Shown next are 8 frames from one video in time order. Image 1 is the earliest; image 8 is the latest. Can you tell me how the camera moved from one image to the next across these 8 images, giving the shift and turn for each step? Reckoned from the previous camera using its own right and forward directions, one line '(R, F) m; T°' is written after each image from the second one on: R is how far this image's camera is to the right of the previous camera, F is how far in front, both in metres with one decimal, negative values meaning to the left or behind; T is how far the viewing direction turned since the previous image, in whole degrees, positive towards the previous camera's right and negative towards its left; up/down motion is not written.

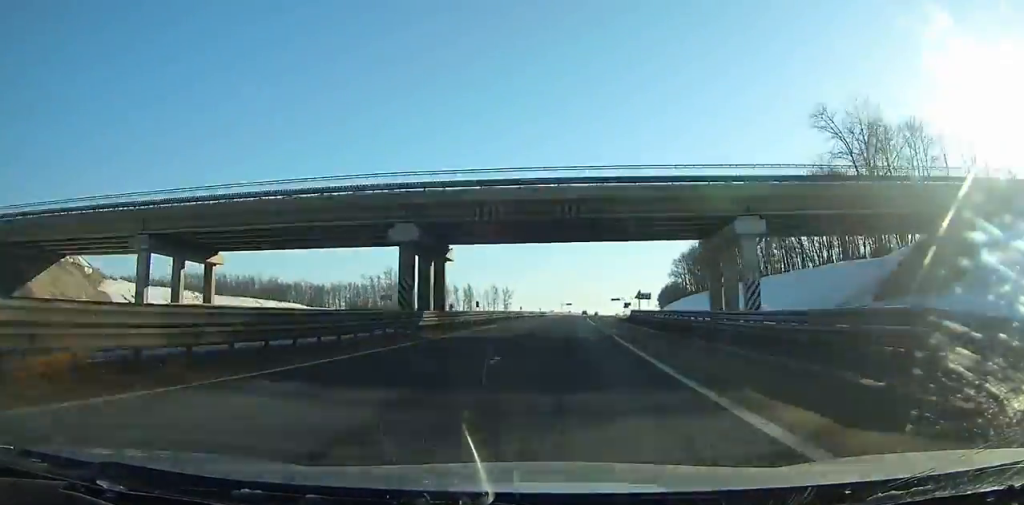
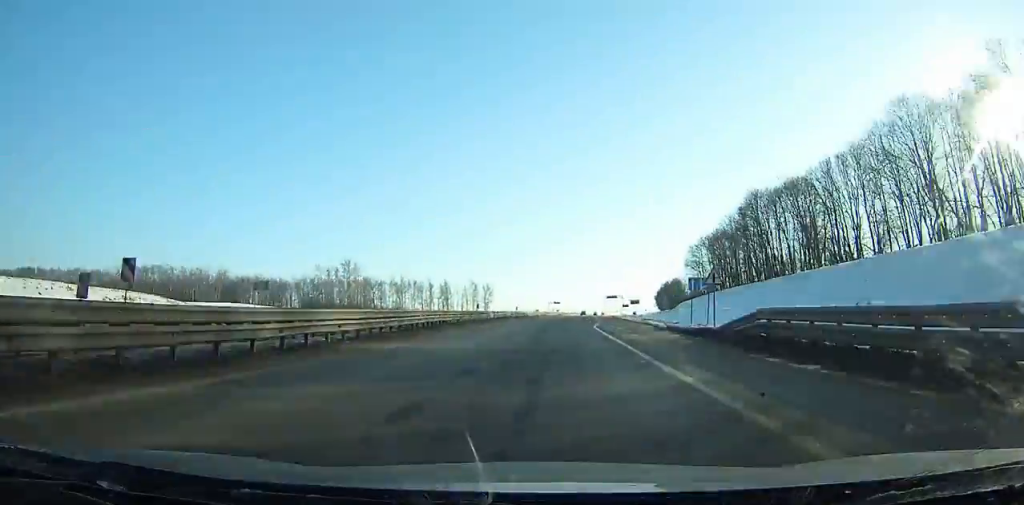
(+0.4, +36.5) m; +1°
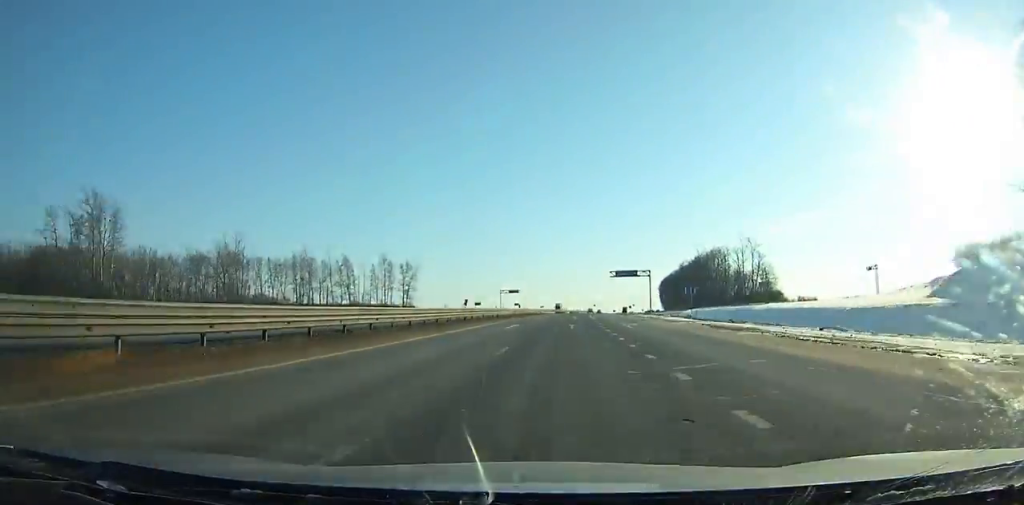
(+3.7, +115.2) m; +3°
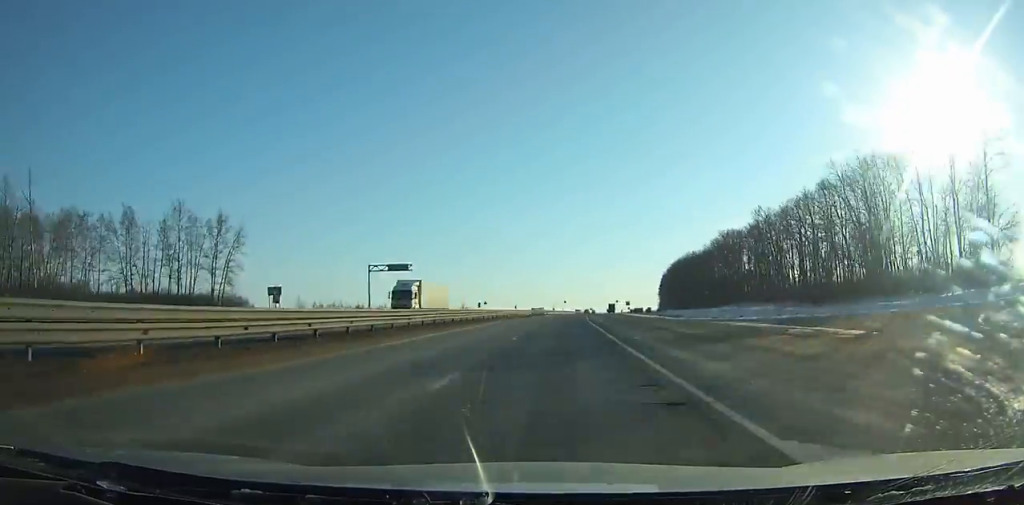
(+2.7, +102.9) m; +3°
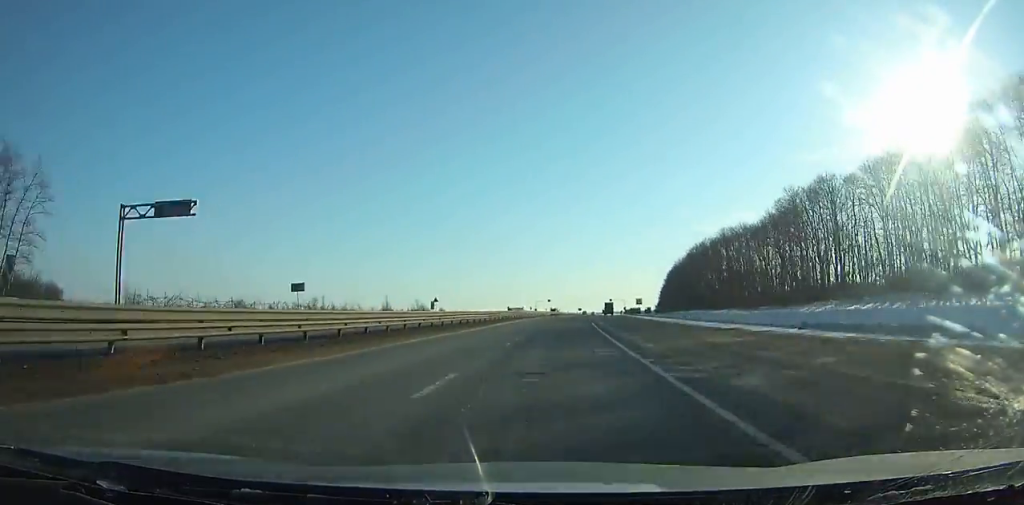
(+0.3, +48.6) m; +1°
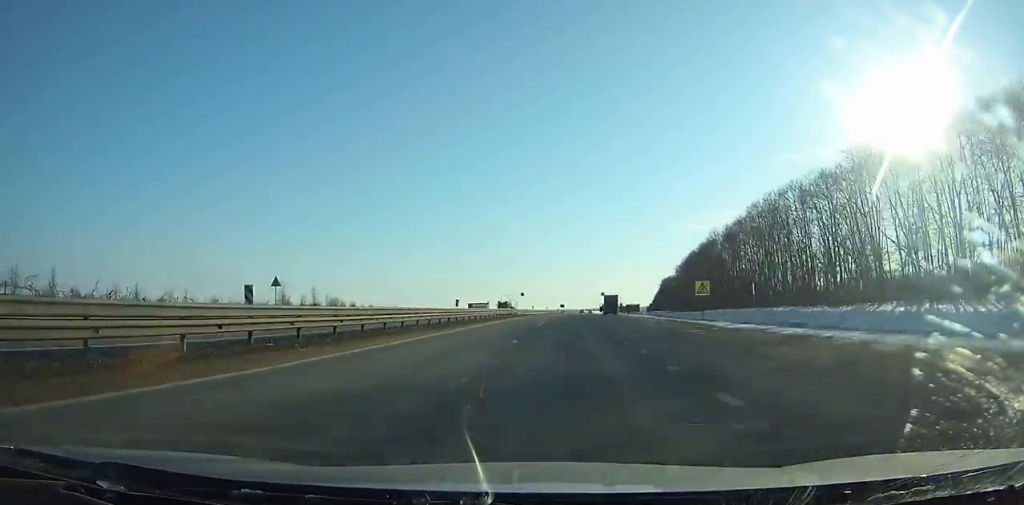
(+1.3, +61.1) m; +2°
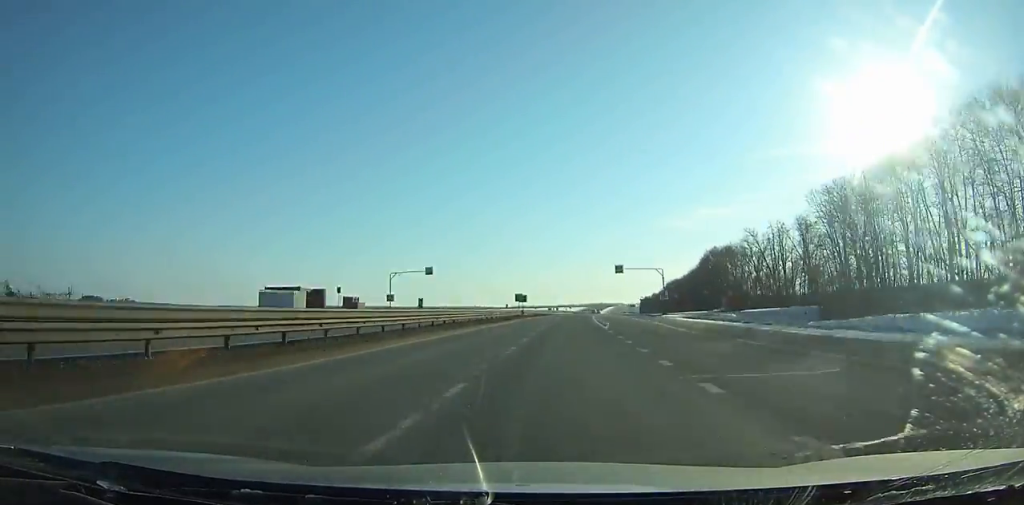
(+2.8, +117.4) m; +3°
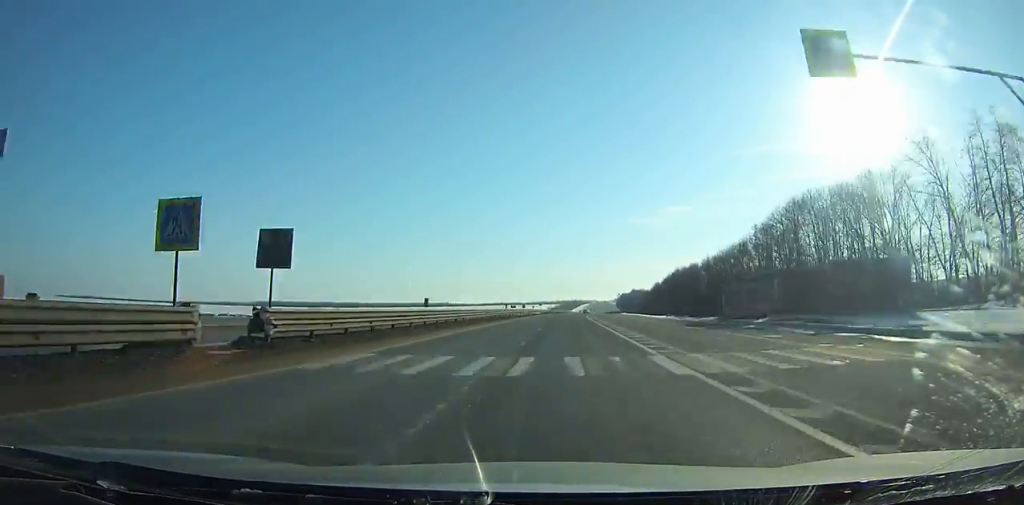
(+1.6, +72.4) m; +2°
